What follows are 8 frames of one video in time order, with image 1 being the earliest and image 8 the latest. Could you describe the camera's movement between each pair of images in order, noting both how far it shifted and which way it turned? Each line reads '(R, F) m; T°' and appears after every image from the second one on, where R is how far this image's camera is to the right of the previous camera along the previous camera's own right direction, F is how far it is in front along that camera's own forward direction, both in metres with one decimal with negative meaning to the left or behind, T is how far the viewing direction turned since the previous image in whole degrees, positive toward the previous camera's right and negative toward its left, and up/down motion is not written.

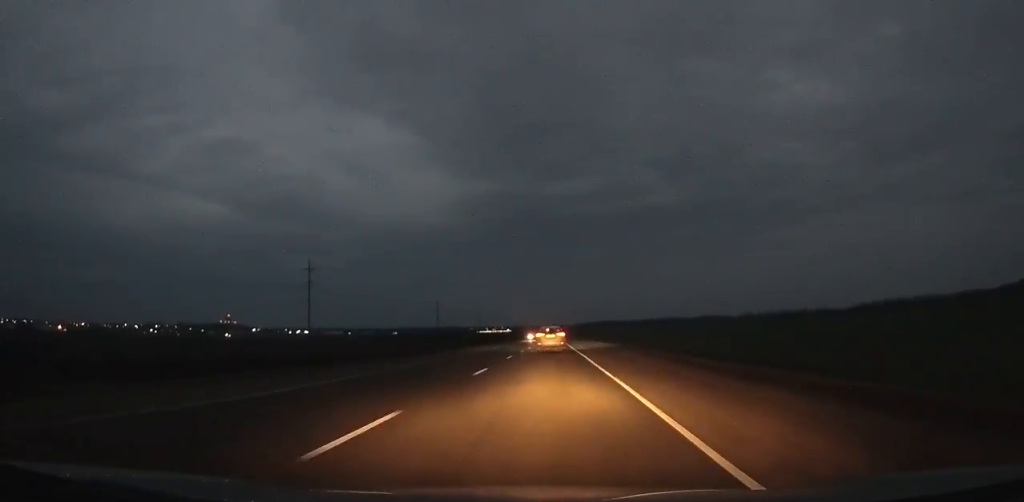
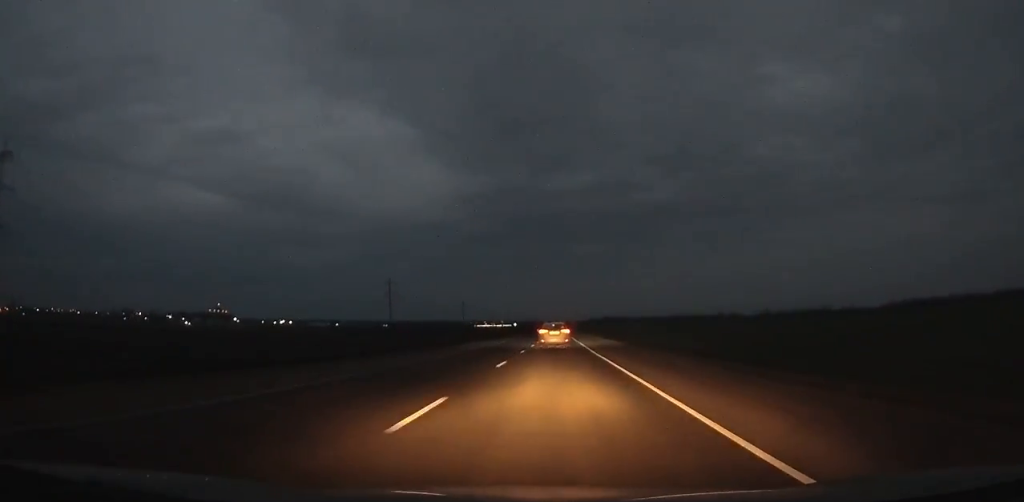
(-0.2, +93.6) m; 0°
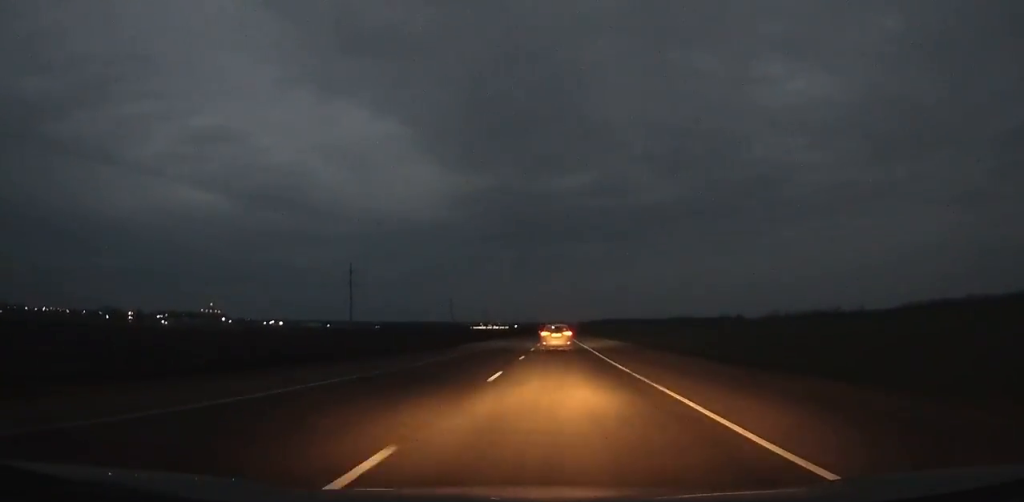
(0.0, +39.2) m; 0°
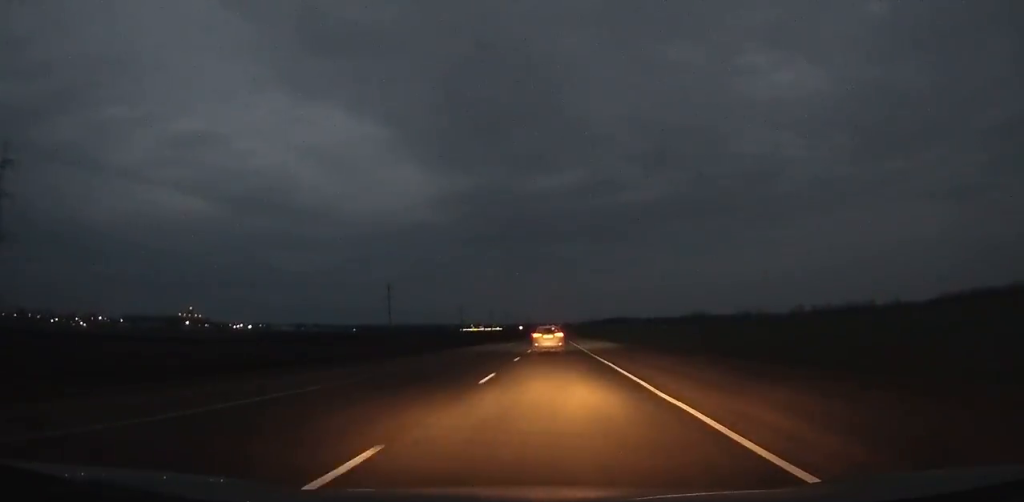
(-0.1, +119.5) m; 0°
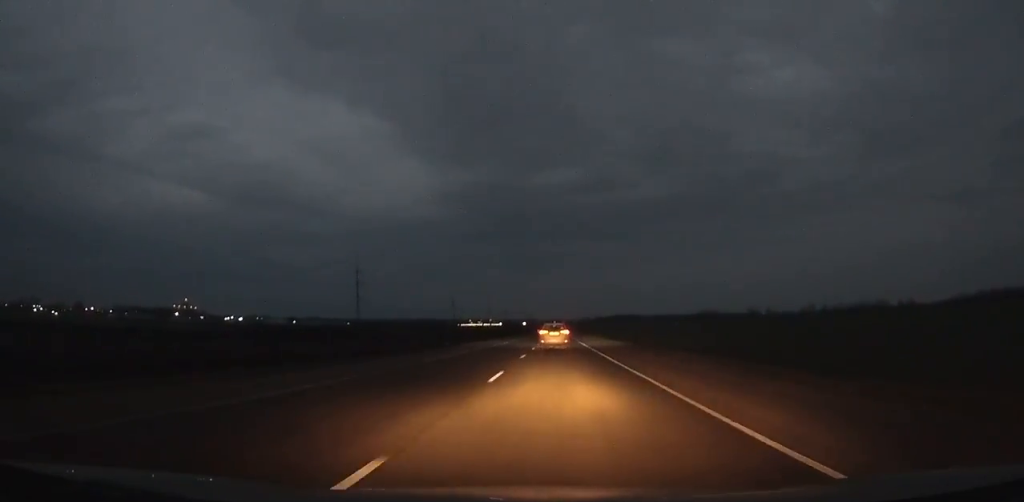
(0.0, +36.3) m; 0°
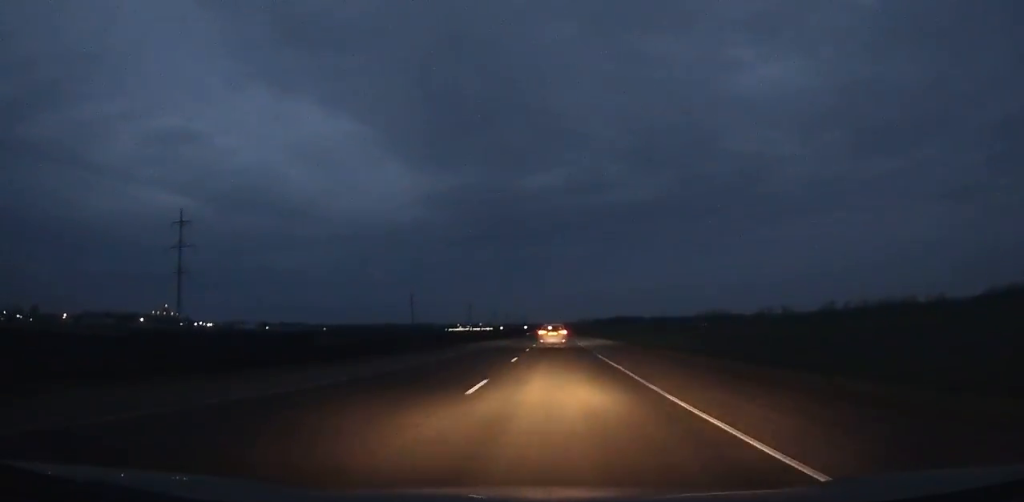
(+0.2, +84.5) m; 0°
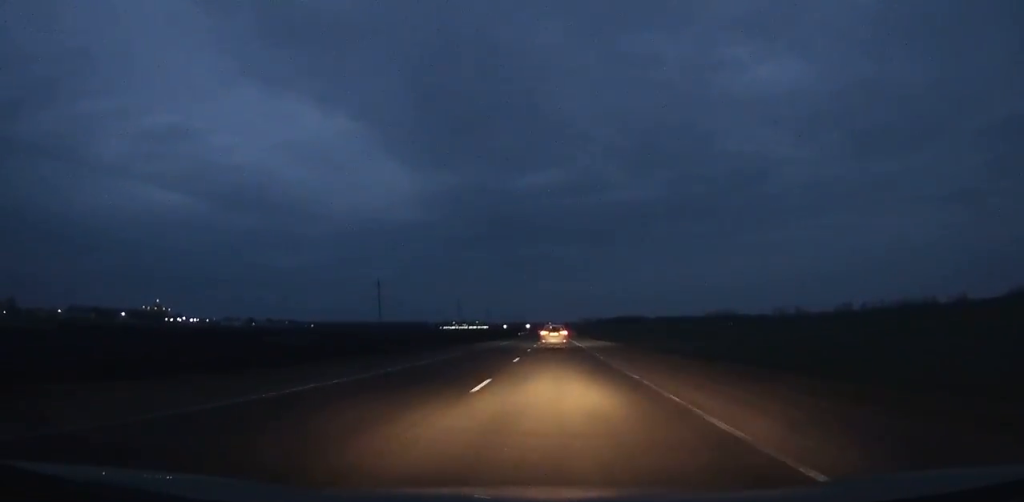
(0.0, +48.3) m; 0°
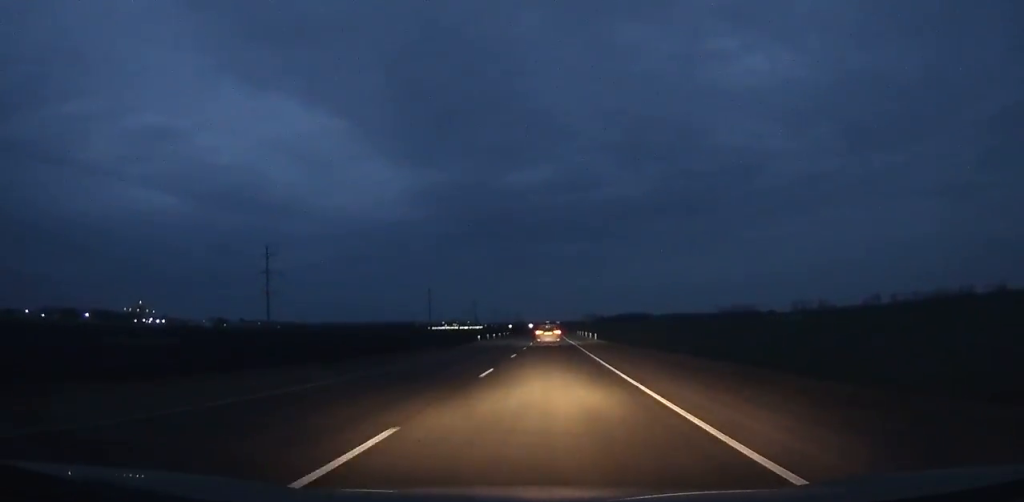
(-0.3, +80.0) m; 0°
